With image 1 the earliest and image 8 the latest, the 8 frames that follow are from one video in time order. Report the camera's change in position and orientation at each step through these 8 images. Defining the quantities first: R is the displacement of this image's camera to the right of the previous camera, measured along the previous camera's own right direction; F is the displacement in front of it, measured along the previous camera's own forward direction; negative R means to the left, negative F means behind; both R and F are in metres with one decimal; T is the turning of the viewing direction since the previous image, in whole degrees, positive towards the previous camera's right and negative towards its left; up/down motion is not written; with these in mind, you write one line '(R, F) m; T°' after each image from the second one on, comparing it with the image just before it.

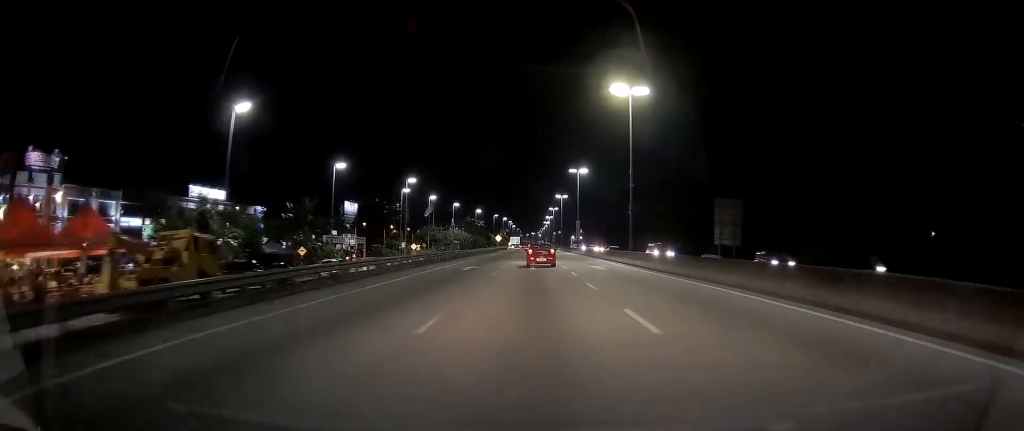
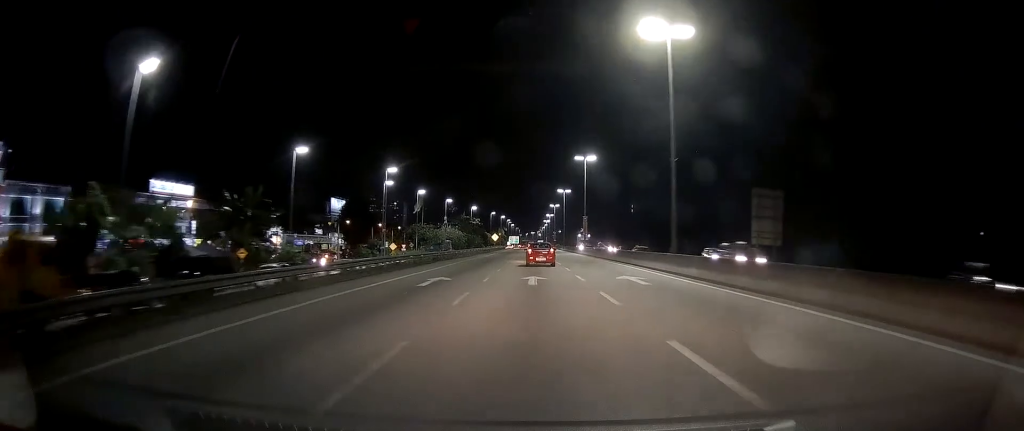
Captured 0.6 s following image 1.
(-0.4, +12.2) m; 0°
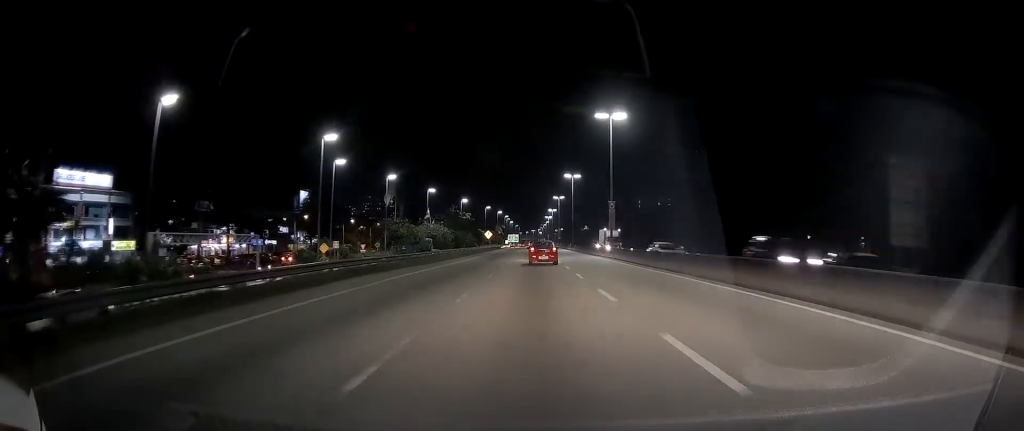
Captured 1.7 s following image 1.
(+0.7, +23.9) m; +1°
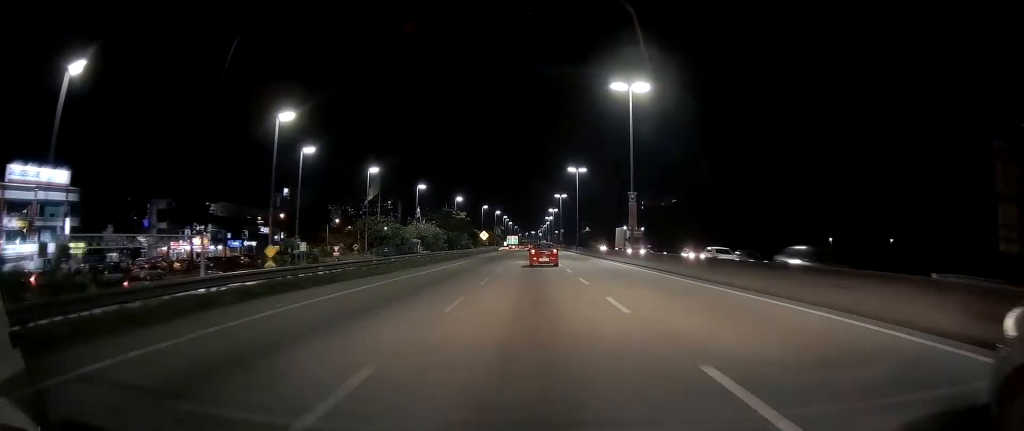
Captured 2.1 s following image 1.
(-0.1, +10.2) m; -1°
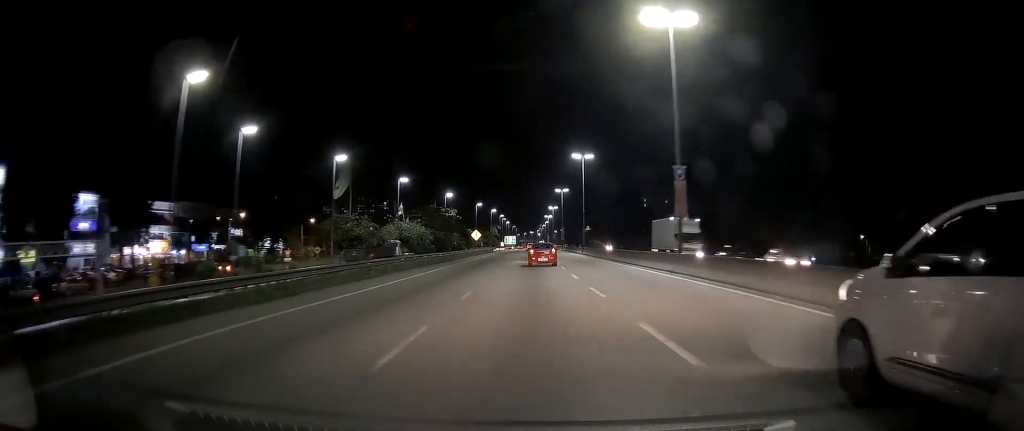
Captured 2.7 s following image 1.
(-0.1, +13.1) m; -1°
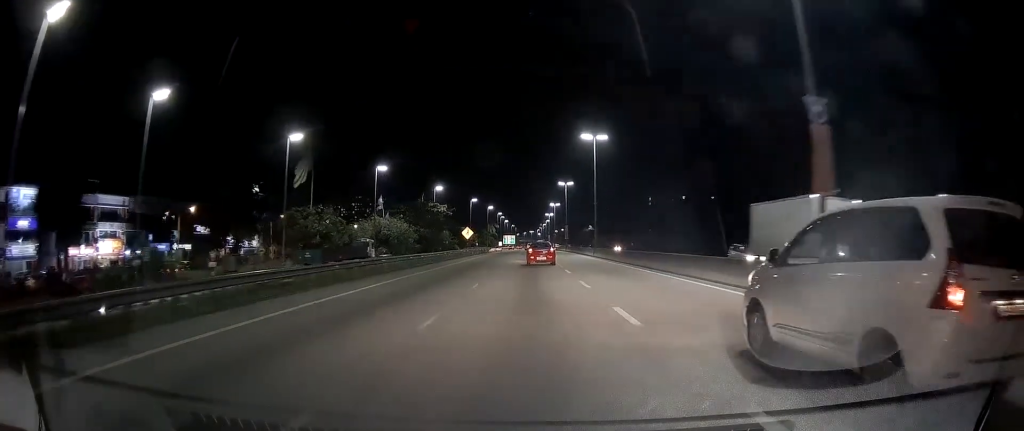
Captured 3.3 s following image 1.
(-0.3, +13.0) m; +1°
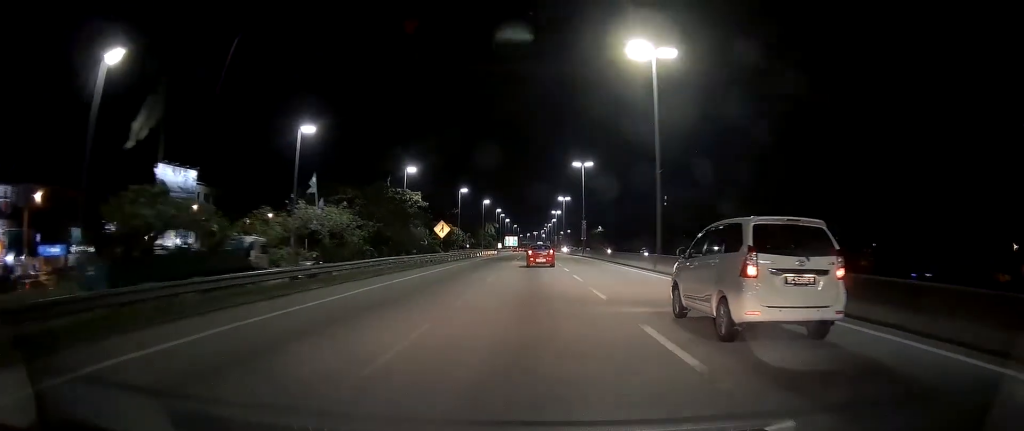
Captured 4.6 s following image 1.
(+0.6, +27.5) m; 0°
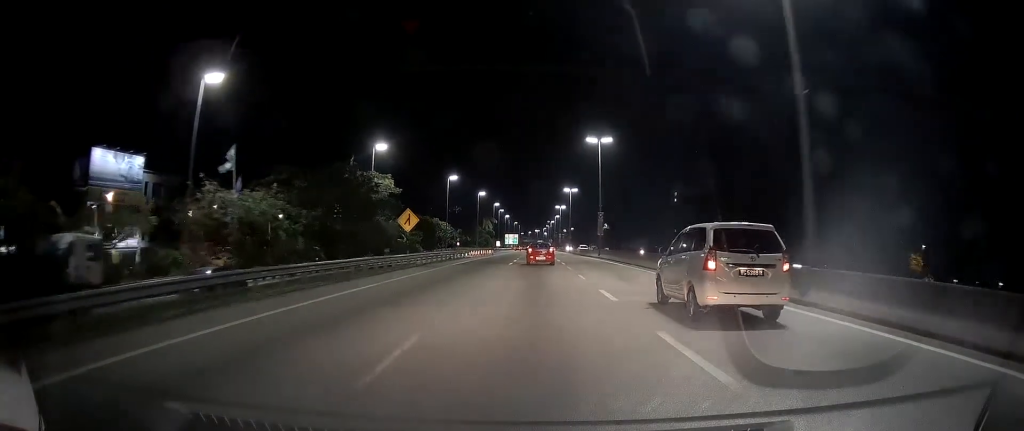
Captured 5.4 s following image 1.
(-0.6, +16.6) m; 0°
